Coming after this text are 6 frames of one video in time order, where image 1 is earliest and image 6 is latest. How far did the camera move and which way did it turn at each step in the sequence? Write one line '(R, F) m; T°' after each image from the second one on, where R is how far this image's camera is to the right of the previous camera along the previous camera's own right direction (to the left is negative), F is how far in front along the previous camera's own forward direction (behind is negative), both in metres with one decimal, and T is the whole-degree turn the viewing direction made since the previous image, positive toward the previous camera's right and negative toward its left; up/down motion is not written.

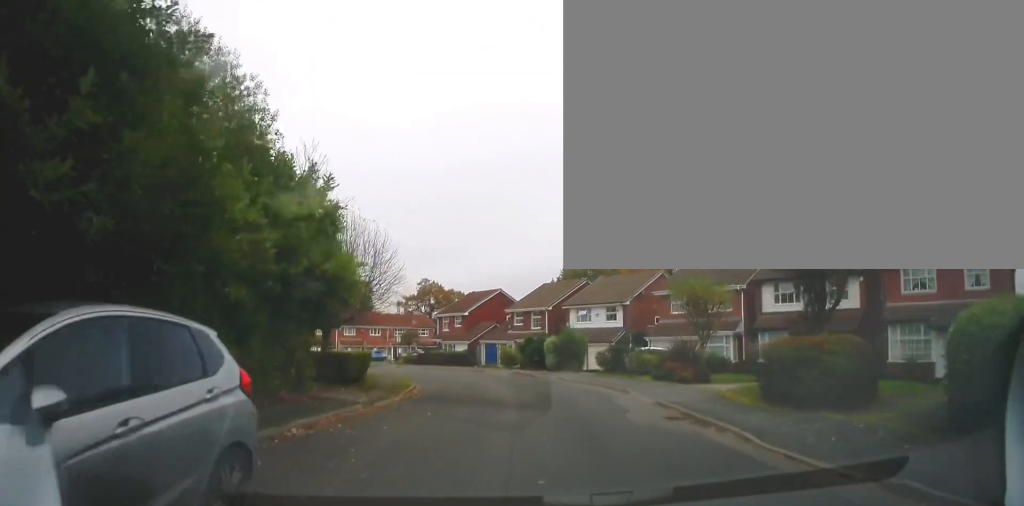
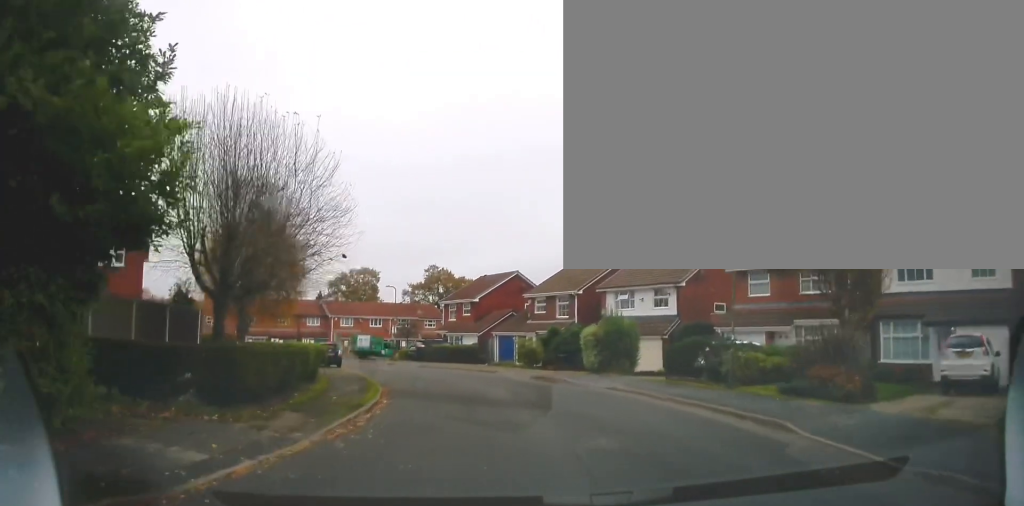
(-0.1, +10.3) m; -3°
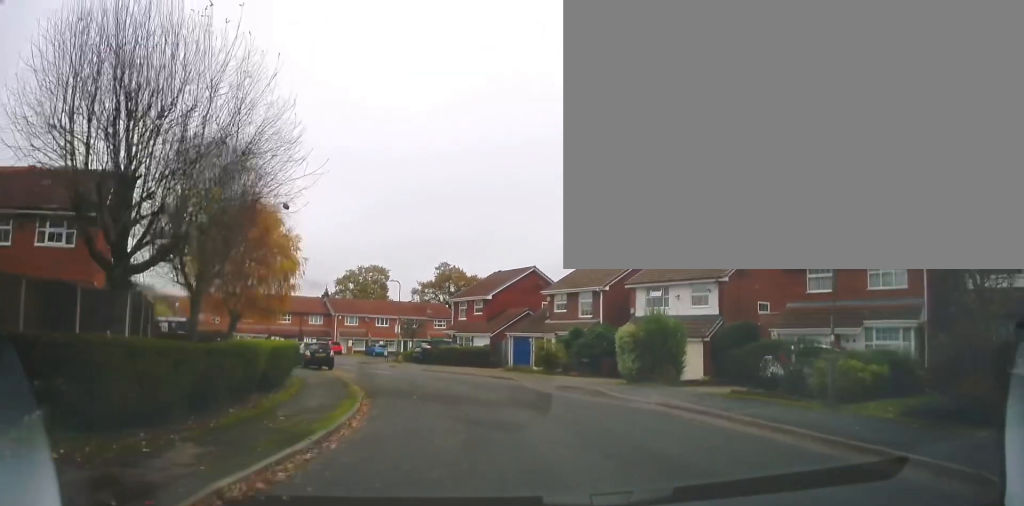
(0.0, +4.6) m; +2°
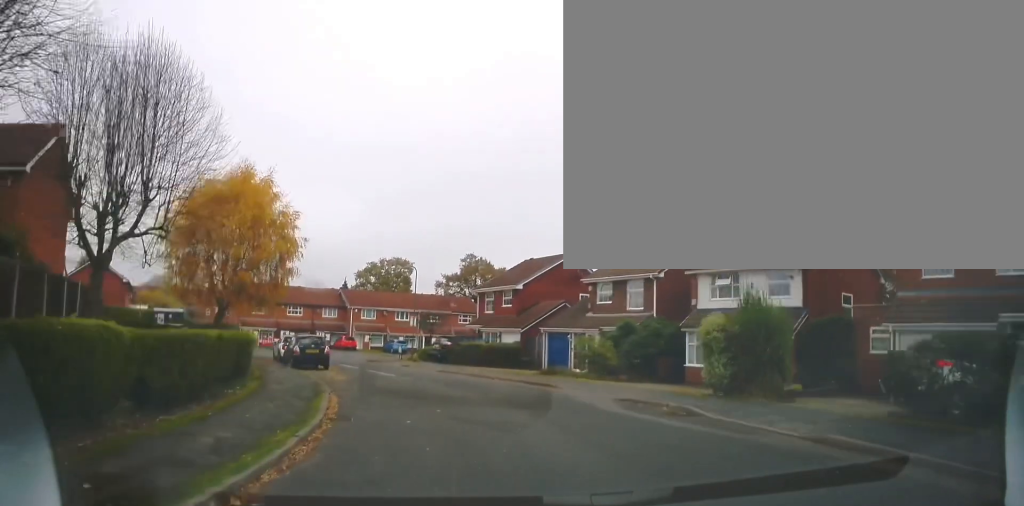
(+0.2, +6.0) m; -1°
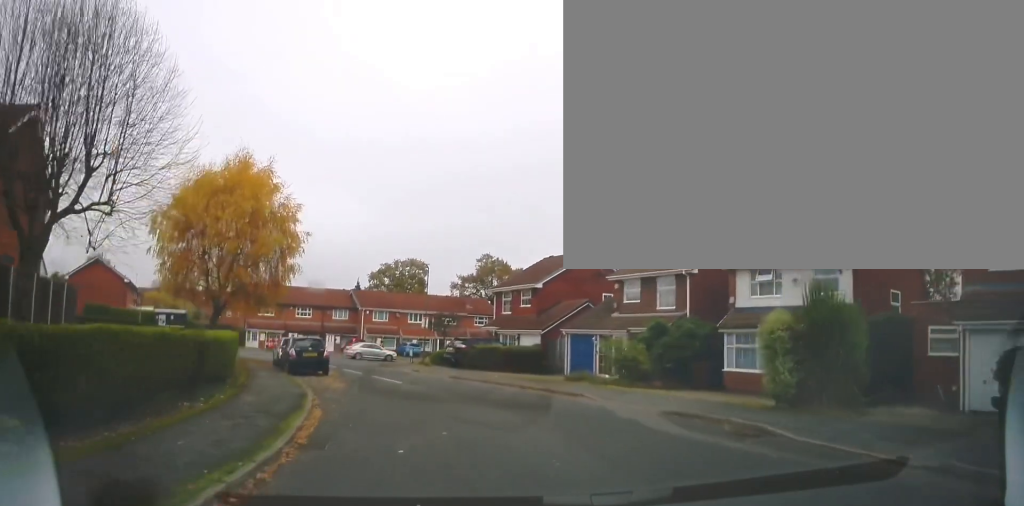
(0.0, +2.6) m; -2°
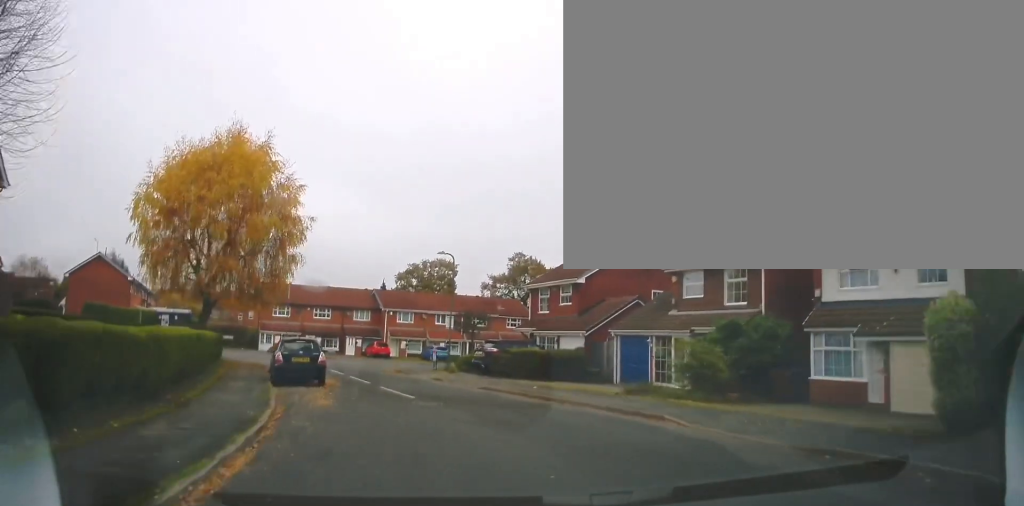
(-0.4, +4.9) m; -7°
